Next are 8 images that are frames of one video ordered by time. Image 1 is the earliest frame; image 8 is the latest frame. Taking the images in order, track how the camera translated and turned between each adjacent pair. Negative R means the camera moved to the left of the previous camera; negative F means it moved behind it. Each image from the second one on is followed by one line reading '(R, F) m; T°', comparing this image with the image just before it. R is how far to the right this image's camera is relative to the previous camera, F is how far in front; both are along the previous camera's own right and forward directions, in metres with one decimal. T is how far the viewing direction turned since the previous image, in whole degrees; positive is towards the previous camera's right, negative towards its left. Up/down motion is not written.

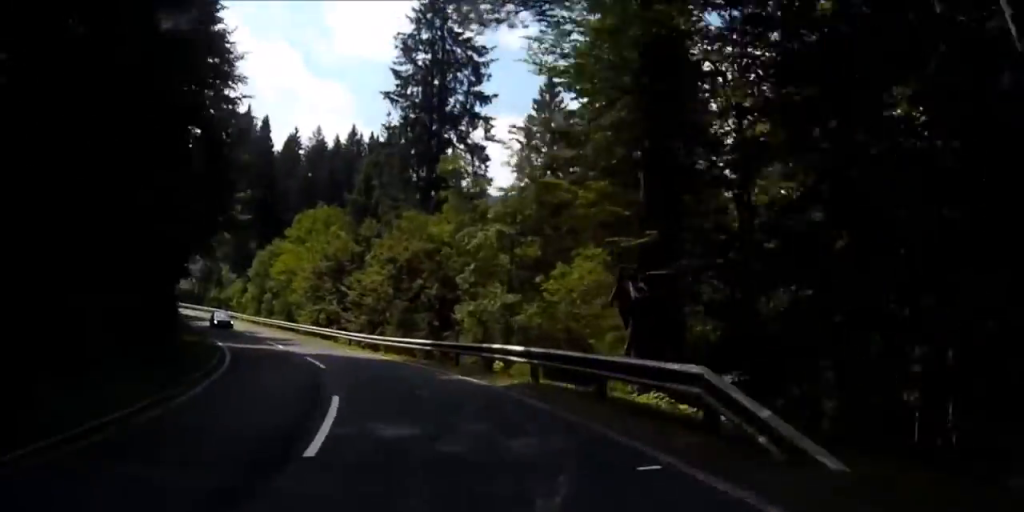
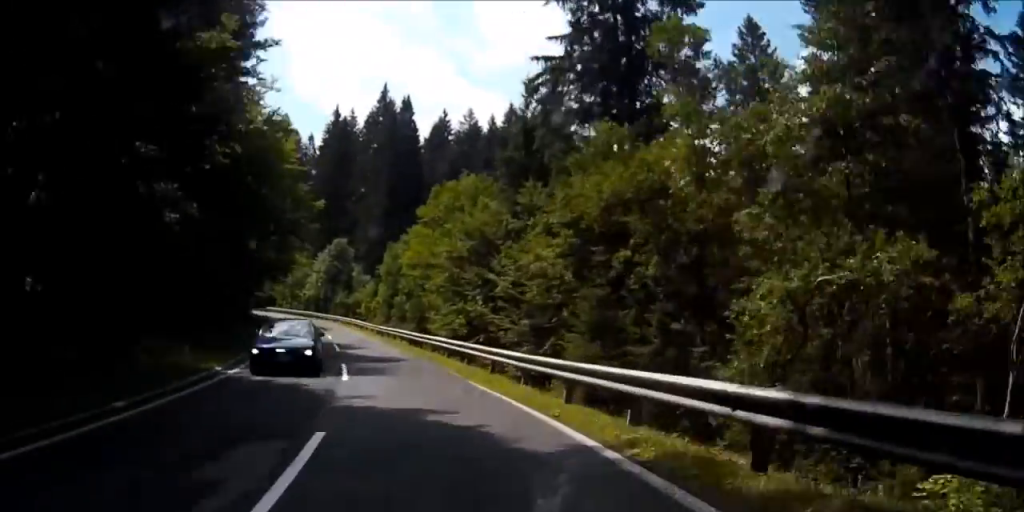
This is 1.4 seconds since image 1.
(-1.4, +21.0) m; -8°
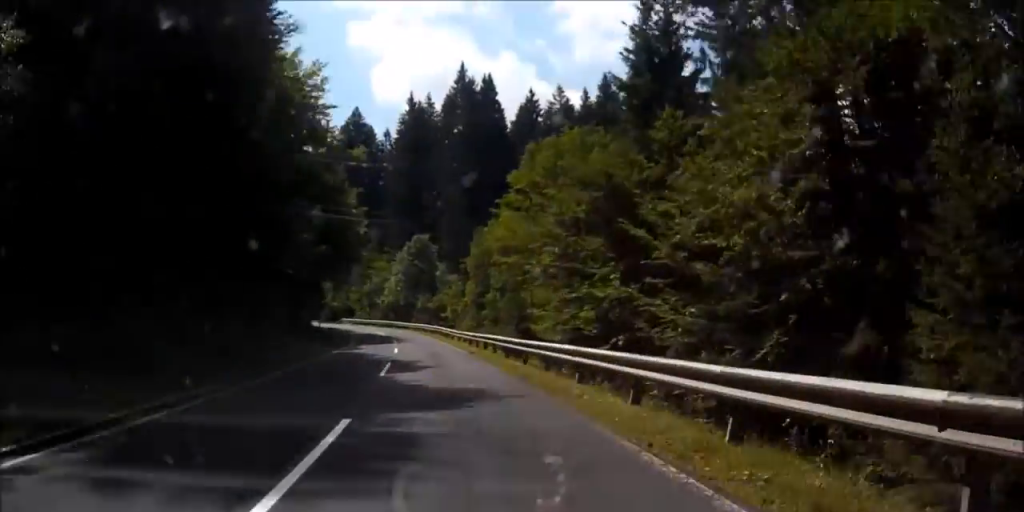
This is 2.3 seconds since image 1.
(-1.0, +14.3) m; -3°
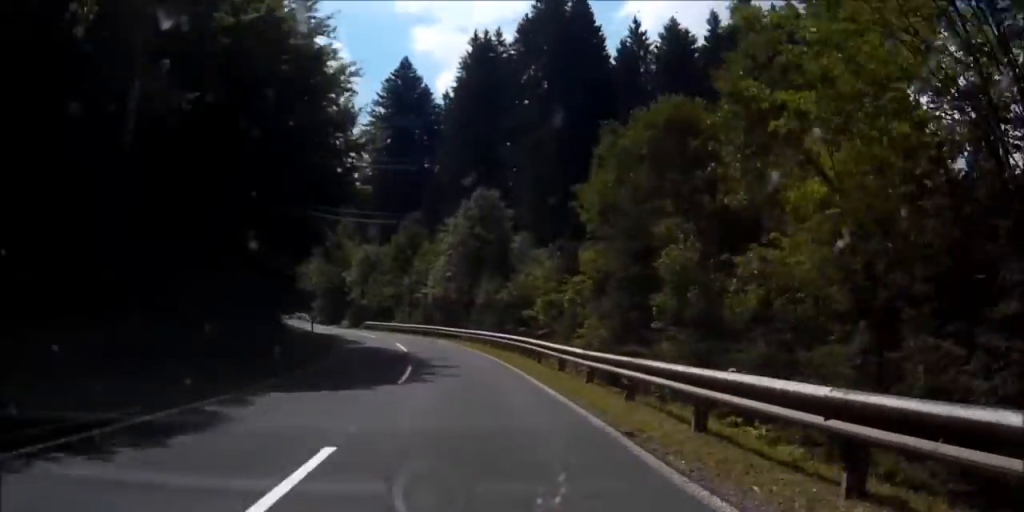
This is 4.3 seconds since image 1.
(-1.5, +30.8) m; -7°
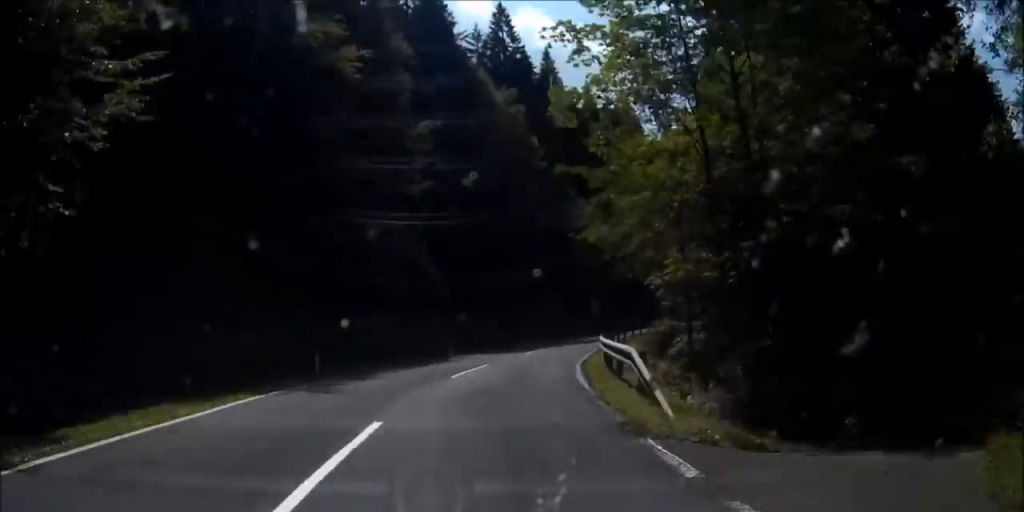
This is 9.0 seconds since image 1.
(-11.7, +70.2) m; -12°
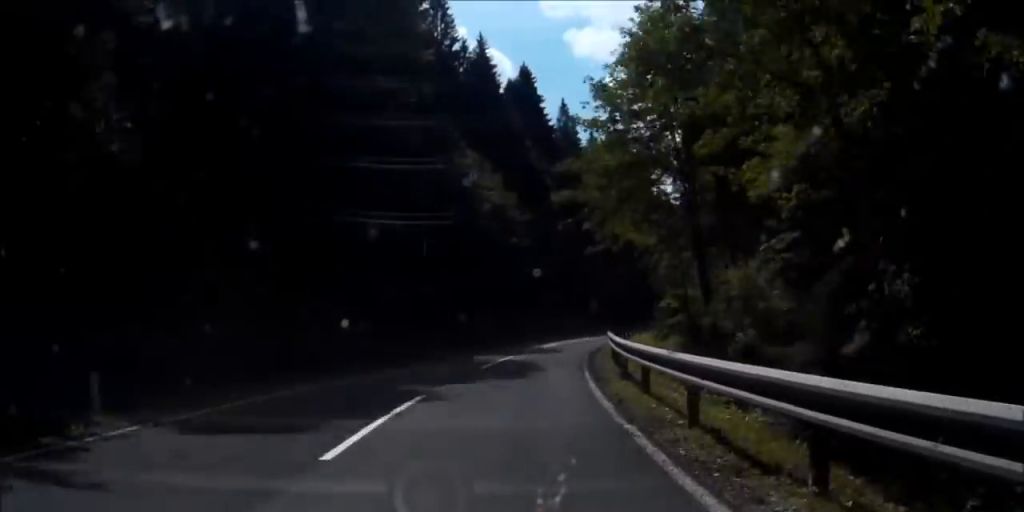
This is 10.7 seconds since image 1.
(+1.6, +26.6) m; +6°
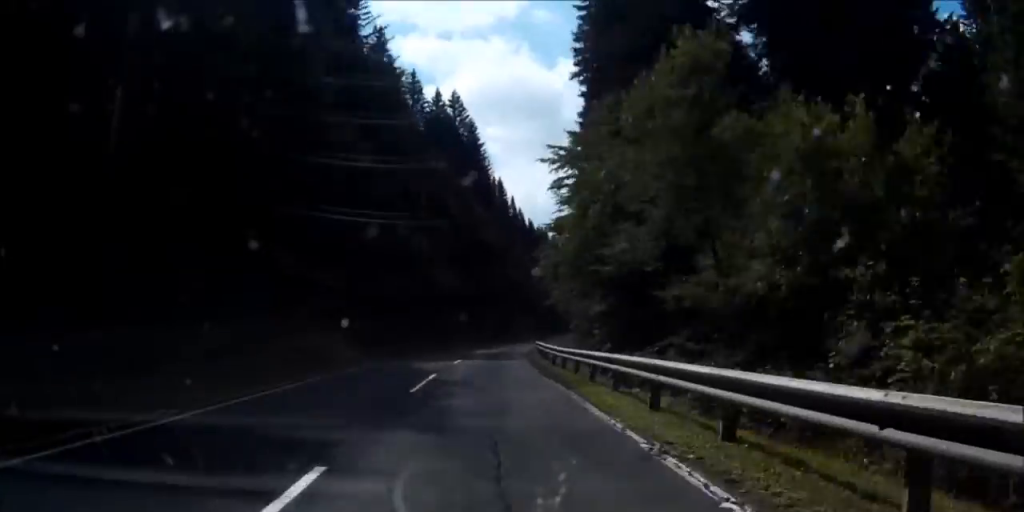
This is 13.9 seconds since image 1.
(+4.7, +49.9) m; +9°
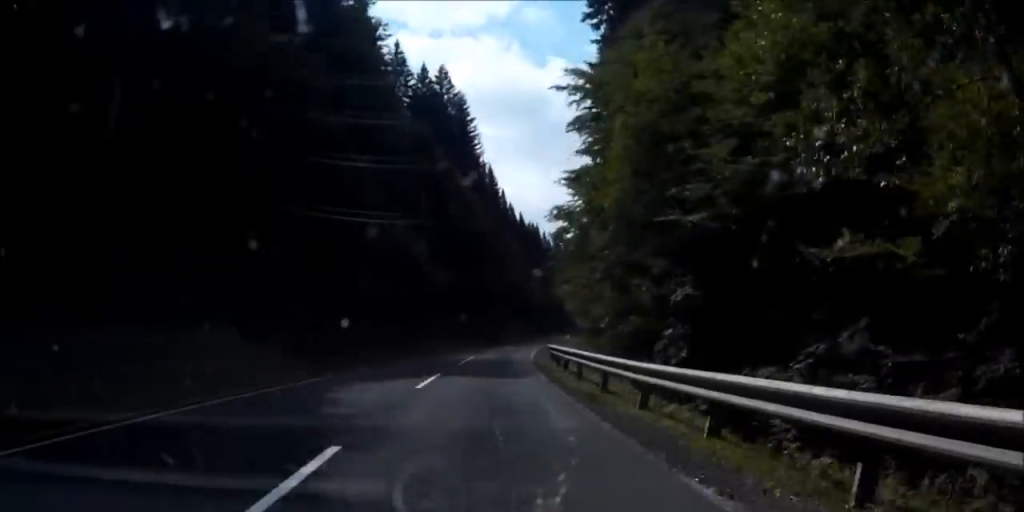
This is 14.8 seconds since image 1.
(-0.1, +13.9) m; +2°
